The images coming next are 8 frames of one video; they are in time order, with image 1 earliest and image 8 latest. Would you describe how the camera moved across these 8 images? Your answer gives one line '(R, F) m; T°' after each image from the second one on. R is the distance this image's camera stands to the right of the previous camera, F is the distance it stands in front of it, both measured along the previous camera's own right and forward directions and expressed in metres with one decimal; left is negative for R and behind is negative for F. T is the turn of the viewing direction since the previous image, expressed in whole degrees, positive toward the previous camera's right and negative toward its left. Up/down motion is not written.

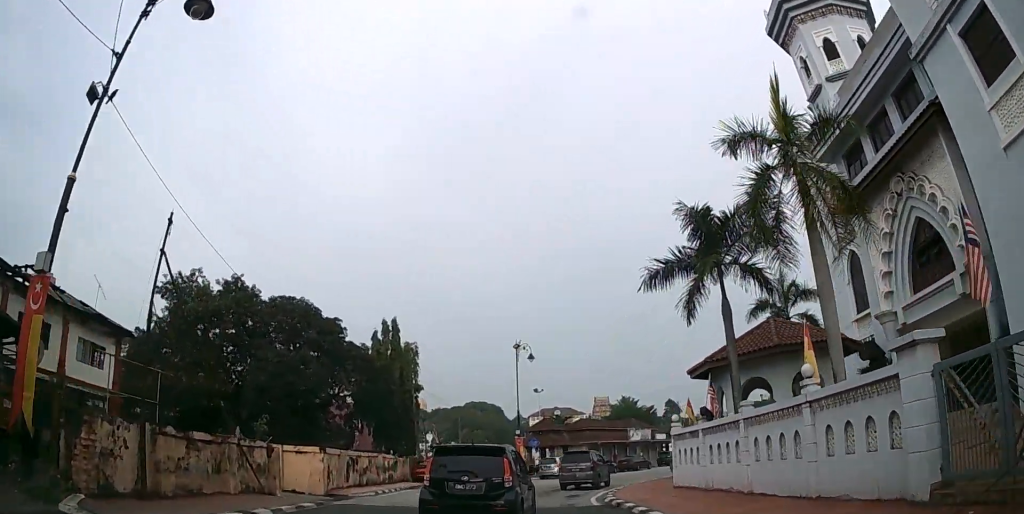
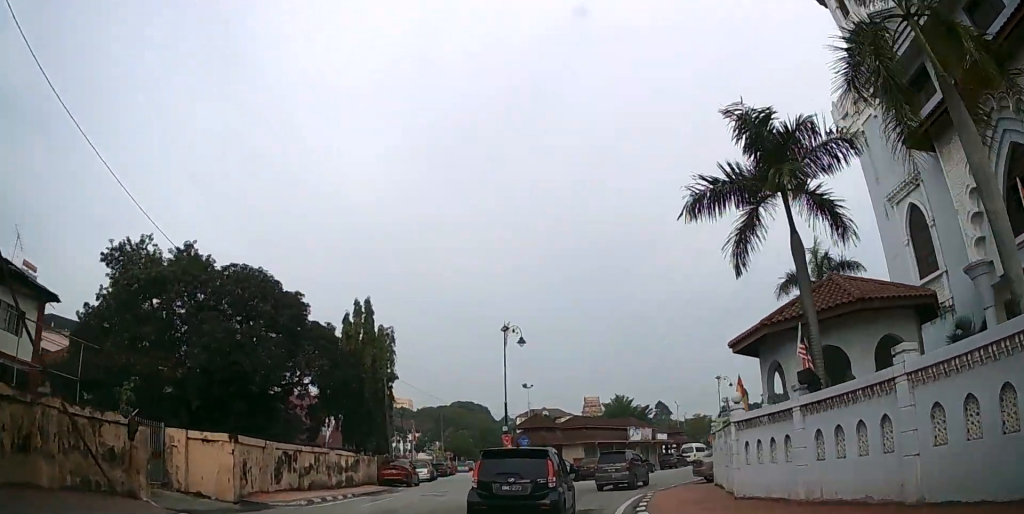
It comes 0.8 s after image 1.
(+0.1, +6.6) m; +3°
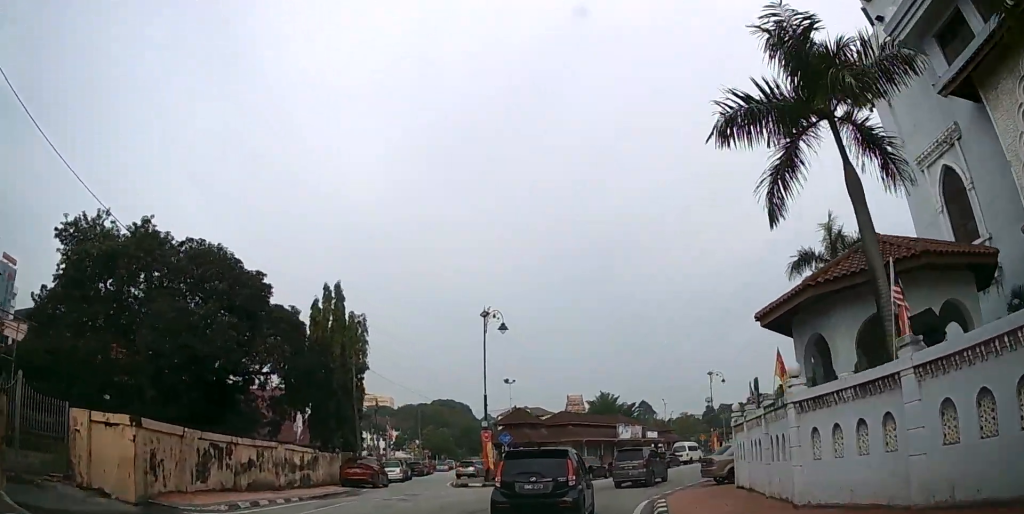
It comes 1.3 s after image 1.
(0.0, +4.1) m; +3°
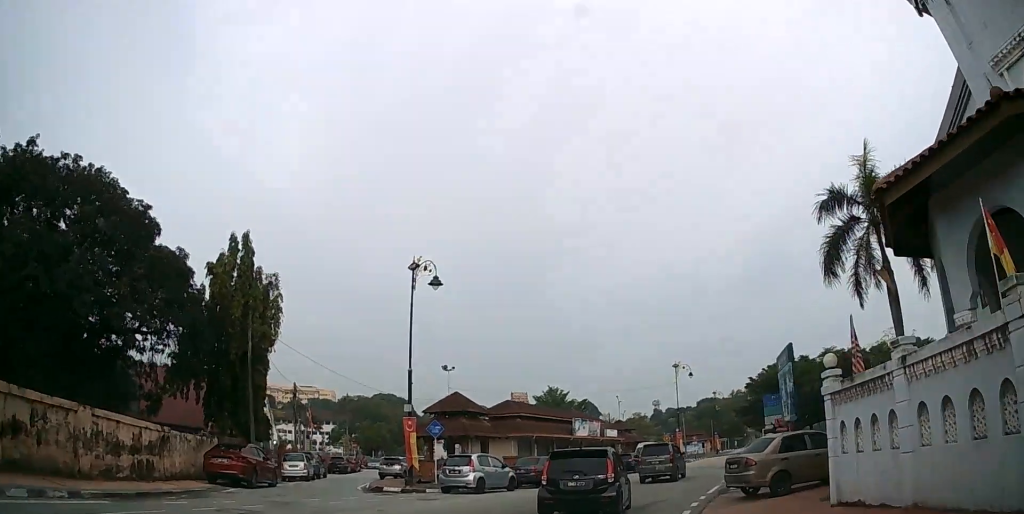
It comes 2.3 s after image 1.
(+0.5, +9.9) m; +7°
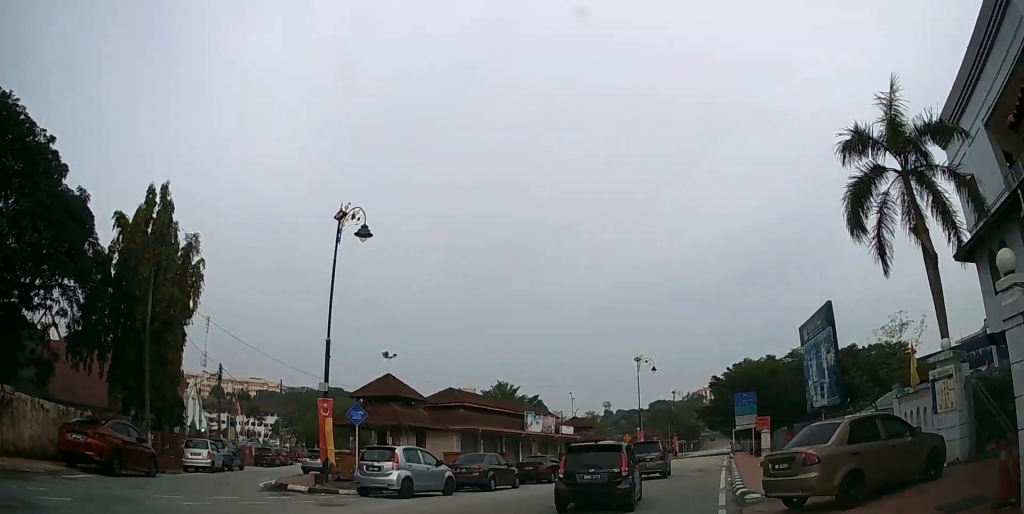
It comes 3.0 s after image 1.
(+0.4, +6.3) m; +6°
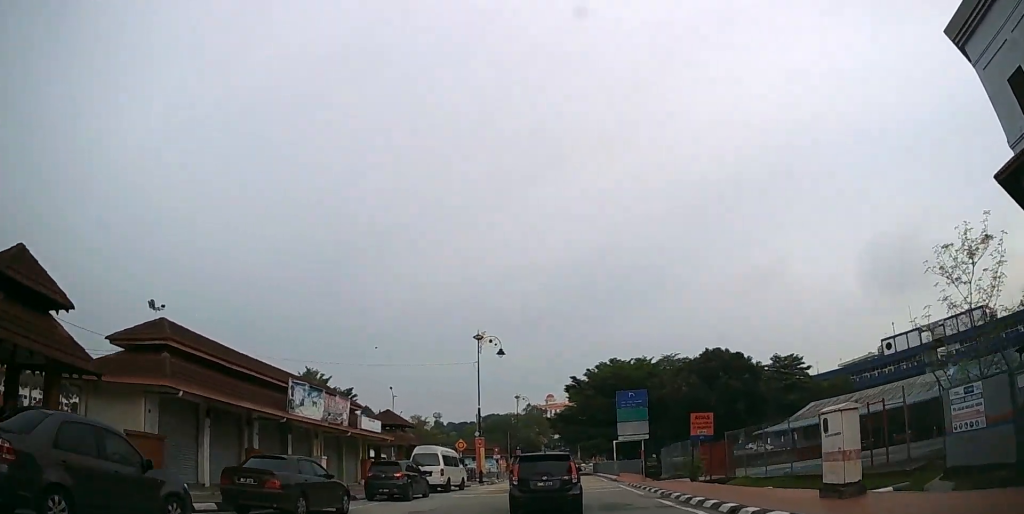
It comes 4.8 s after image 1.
(+2.6, +17.2) m; +15°
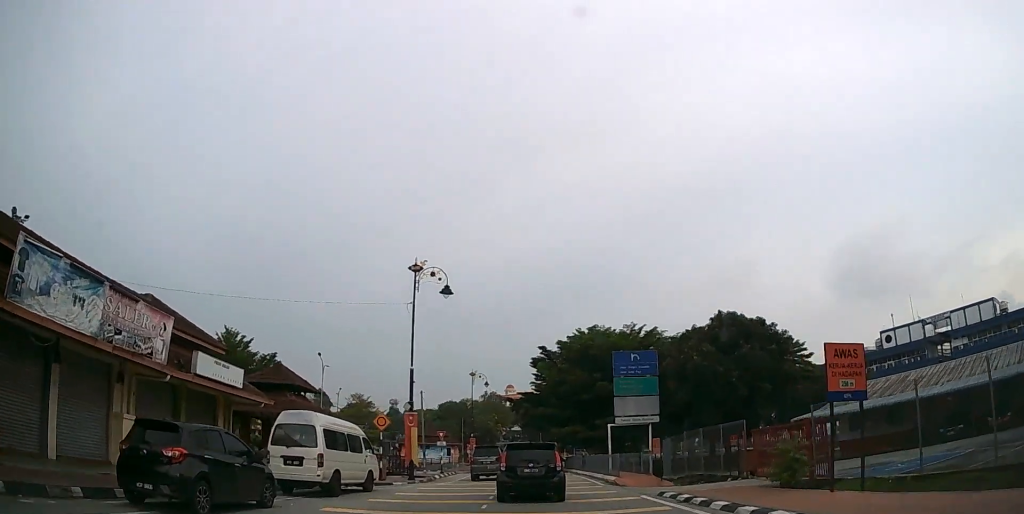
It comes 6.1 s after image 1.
(+0.5, +12.7) m; +2°
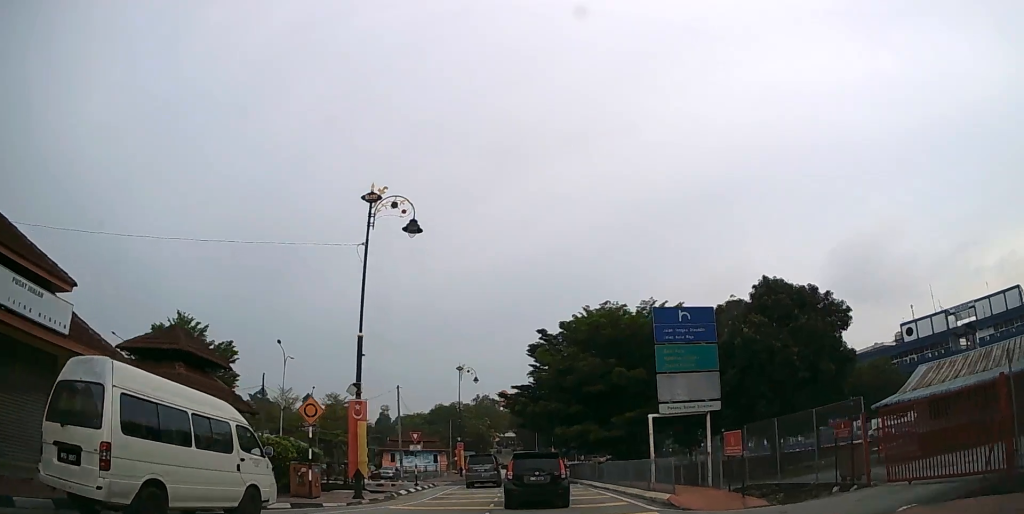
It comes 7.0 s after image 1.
(-0.1, +8.9) m; -1°
